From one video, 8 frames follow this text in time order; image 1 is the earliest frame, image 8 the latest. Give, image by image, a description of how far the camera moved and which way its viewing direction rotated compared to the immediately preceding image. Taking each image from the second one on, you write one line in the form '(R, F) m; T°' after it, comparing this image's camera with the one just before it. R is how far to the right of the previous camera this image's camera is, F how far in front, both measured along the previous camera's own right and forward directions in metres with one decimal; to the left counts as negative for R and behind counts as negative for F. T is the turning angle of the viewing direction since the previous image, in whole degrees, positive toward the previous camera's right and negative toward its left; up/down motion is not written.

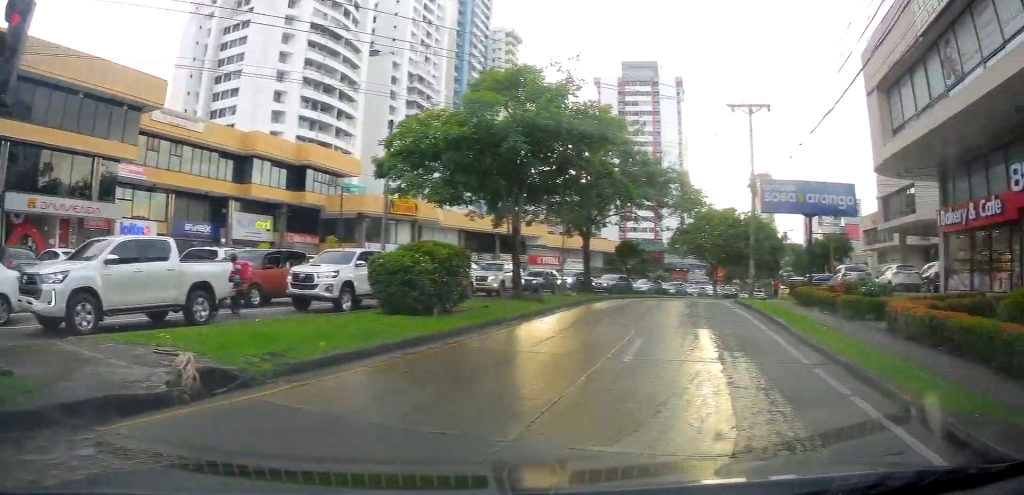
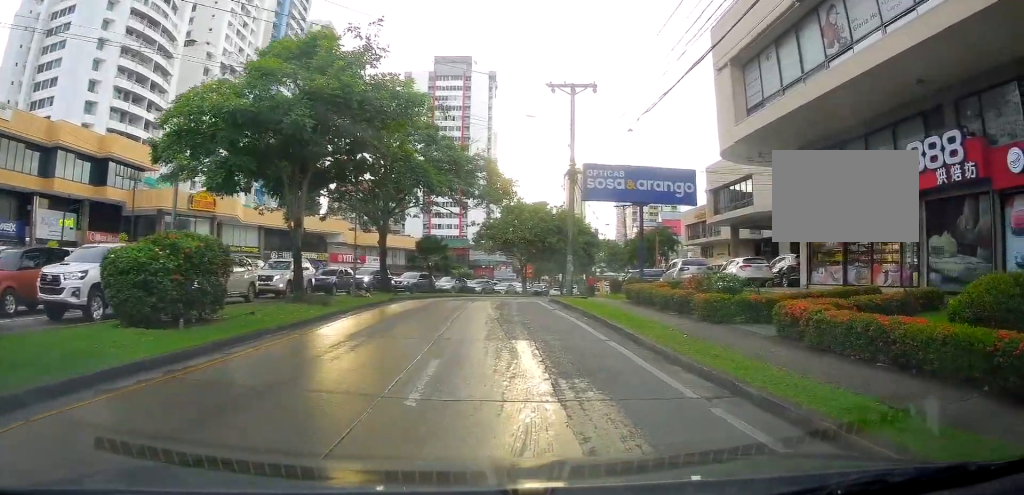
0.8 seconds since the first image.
(+0.6, +3.3) m; +14°
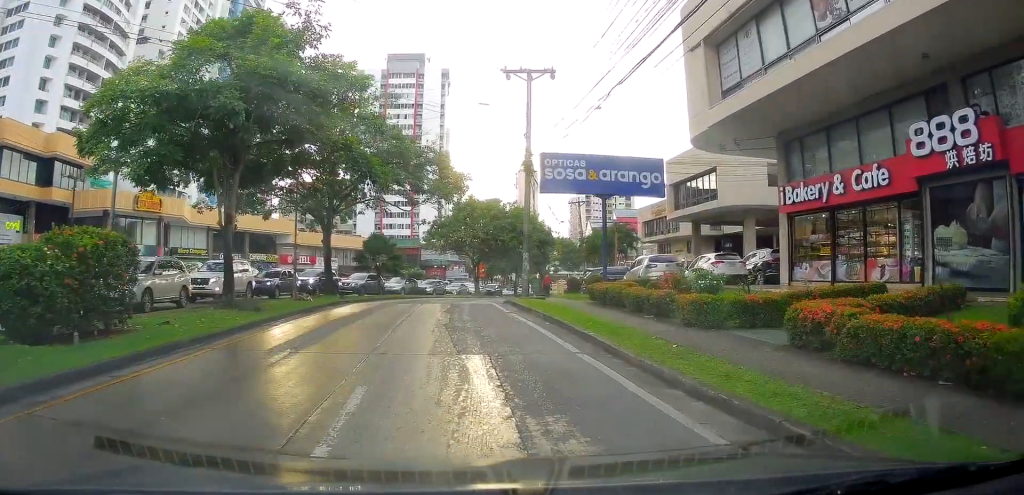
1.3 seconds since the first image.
(0.0, +1.9) m; +4°
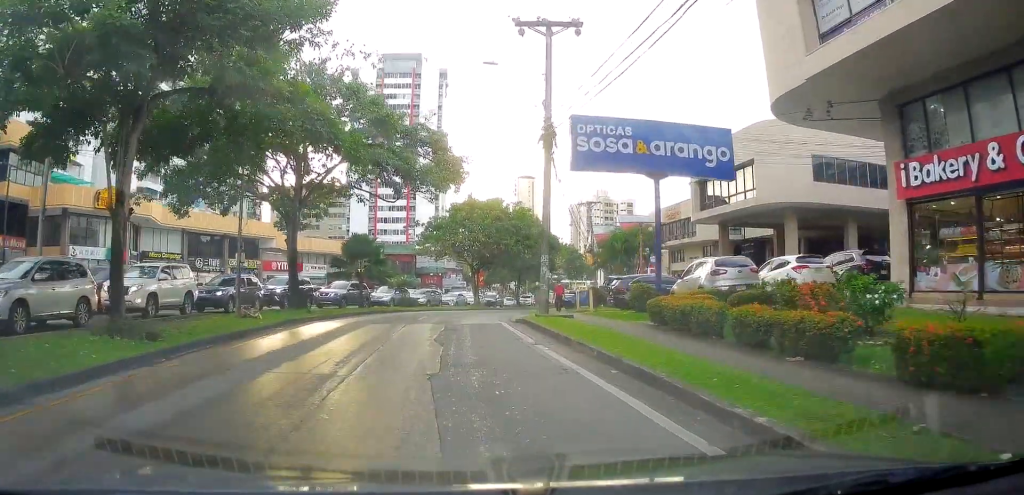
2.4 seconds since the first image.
(+0.1, +6.1) m; -2°
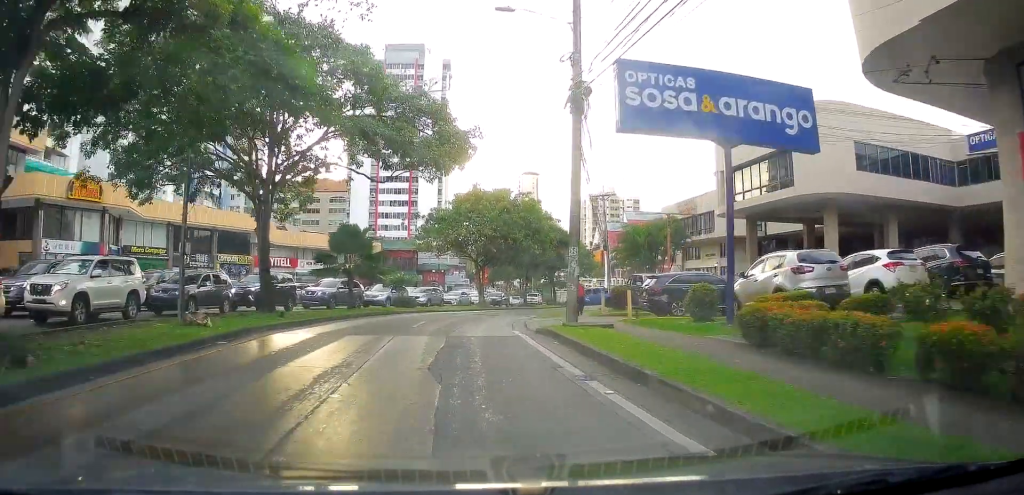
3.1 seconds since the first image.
(-0.4, +4.1) m; +1°
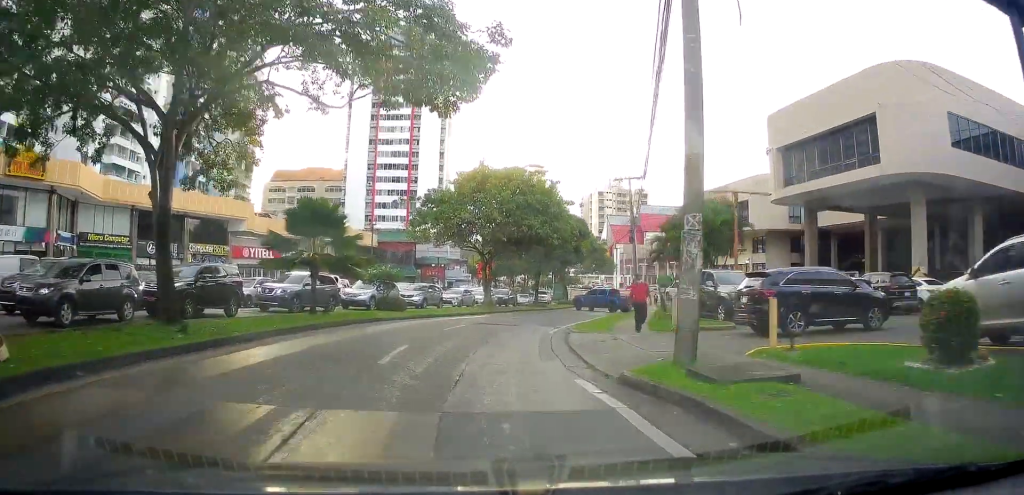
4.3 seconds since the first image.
(+0.6, +7.2) m; +3°
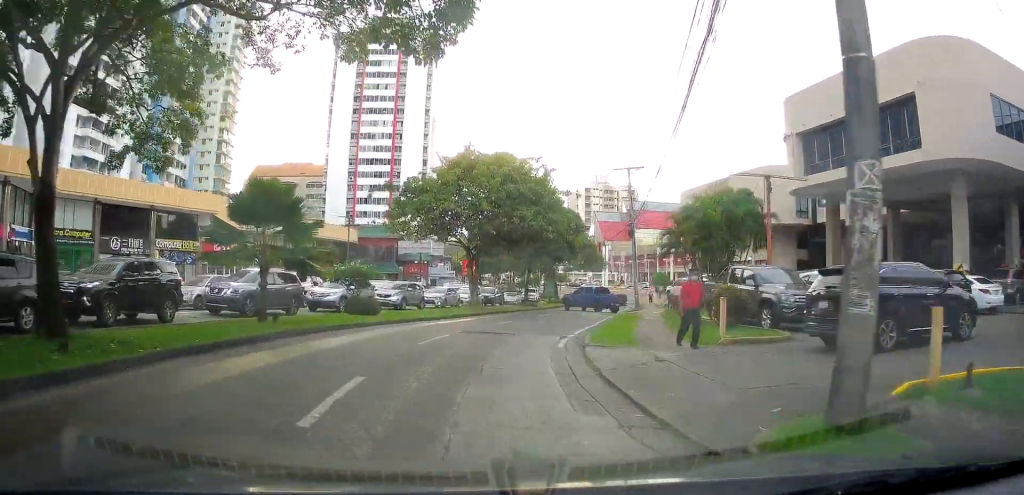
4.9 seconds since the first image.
(-0.1, +3.6) m; -2°
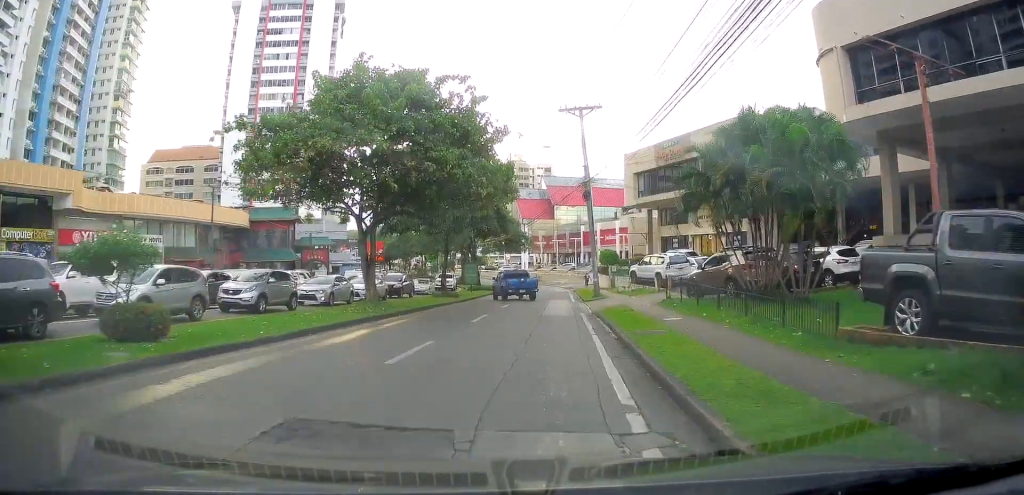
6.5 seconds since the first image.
(0.0, +11.0) m; +5°
